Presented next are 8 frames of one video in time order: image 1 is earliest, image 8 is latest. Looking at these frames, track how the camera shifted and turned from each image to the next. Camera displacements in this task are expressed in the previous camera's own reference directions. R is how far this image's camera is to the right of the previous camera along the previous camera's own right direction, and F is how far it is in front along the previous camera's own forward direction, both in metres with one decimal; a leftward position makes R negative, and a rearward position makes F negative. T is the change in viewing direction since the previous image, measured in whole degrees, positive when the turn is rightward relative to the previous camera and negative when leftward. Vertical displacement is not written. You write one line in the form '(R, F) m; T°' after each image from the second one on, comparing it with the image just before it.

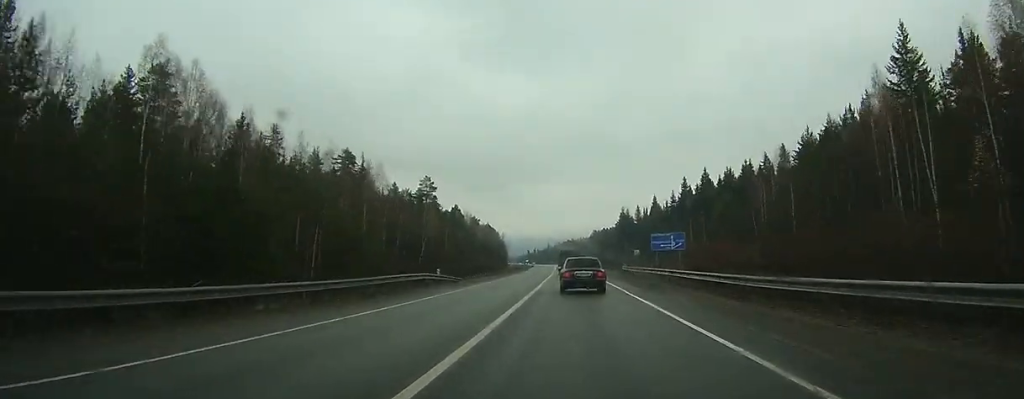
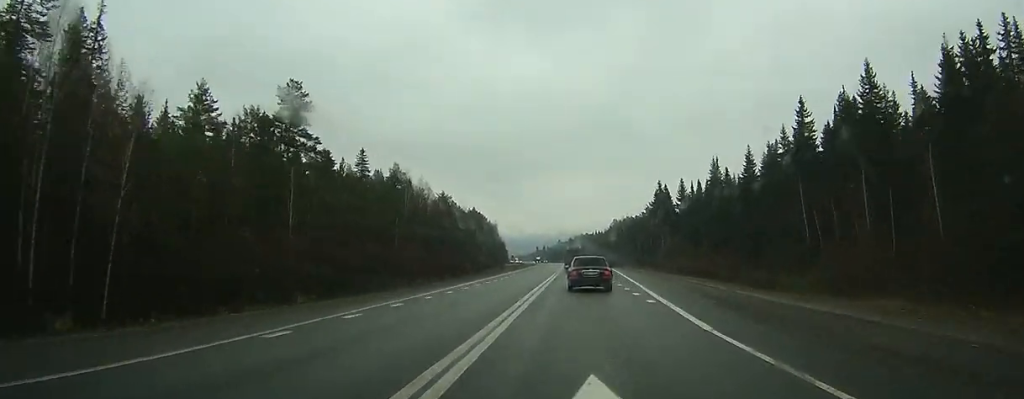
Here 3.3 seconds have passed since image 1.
(-0.6, +77.9) m; -1°
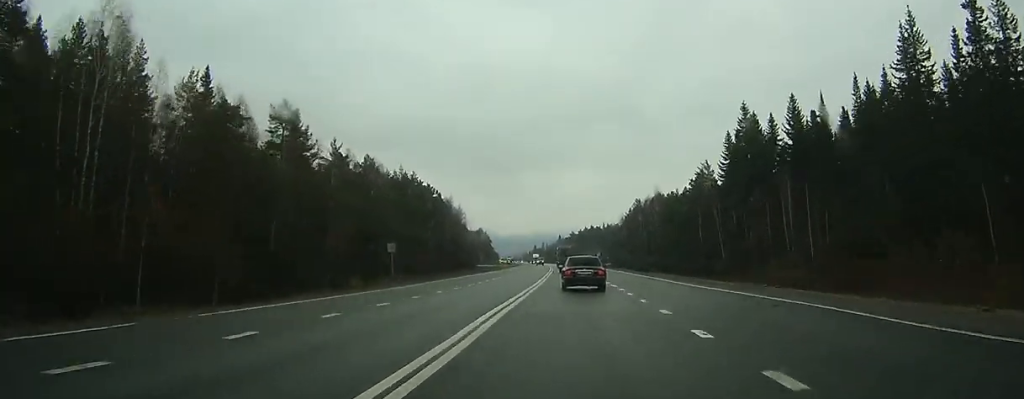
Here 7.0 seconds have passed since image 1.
(-0.7, +92.0) m; 0°
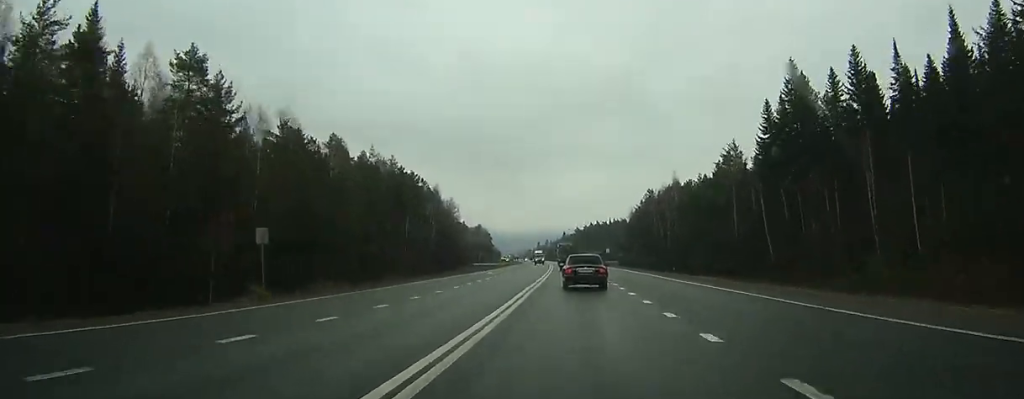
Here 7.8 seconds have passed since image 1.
(0.0, +20.0) m; 0°
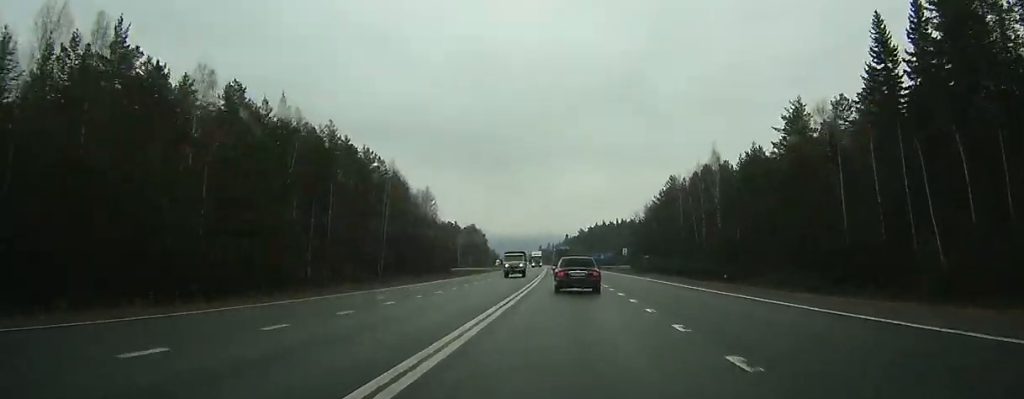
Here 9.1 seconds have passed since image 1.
(+0.1, +33.6) m; 0°
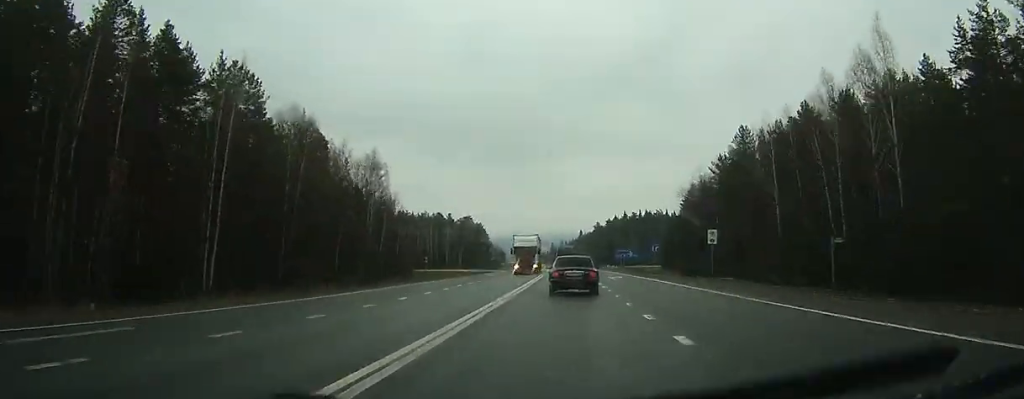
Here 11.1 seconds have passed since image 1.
(-0.1, +49.0) m; -1°
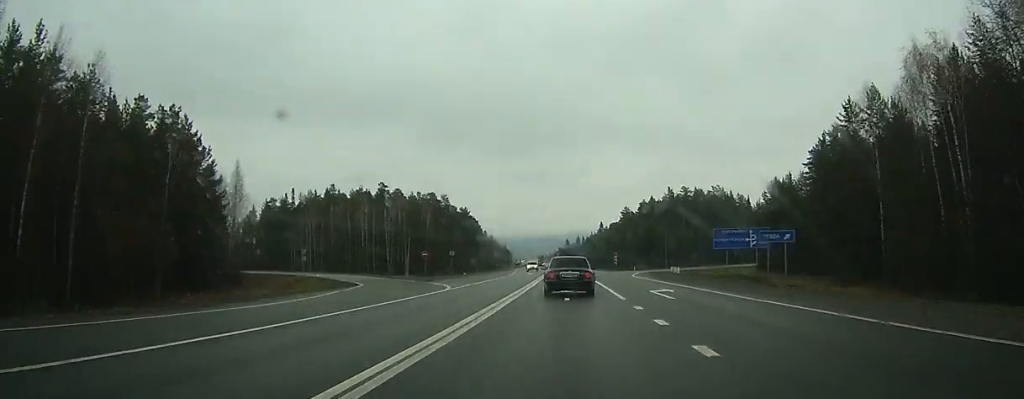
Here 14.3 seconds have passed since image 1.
(-1.1, +80.8) m; -2°
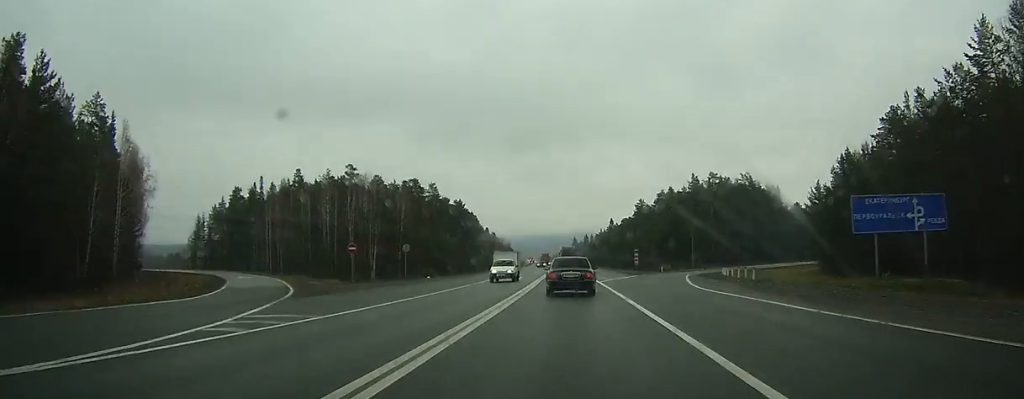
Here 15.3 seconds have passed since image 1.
(-0.5, +25.1) m; -1°
